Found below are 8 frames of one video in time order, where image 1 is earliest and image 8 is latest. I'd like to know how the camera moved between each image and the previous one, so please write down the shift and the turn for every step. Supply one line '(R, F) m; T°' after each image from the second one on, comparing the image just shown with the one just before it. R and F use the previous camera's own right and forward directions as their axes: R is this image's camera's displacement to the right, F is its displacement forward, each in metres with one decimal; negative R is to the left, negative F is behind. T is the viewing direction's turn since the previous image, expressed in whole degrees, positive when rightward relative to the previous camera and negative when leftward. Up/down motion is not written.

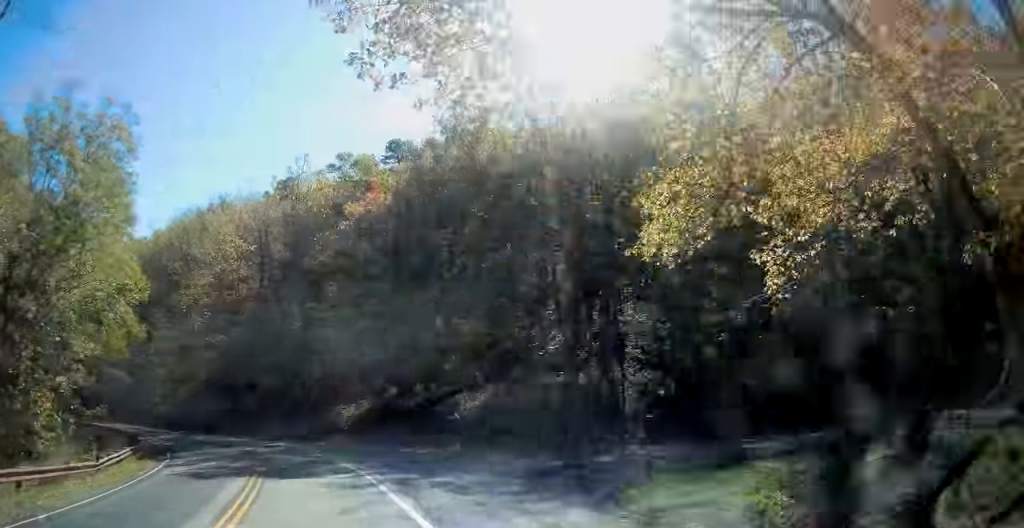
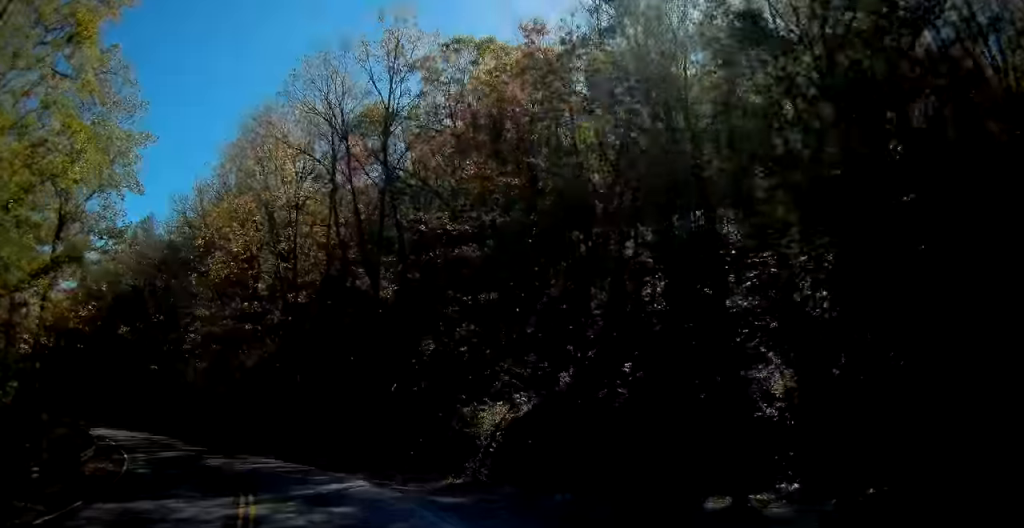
(-0.7, +20.2) m; -12°
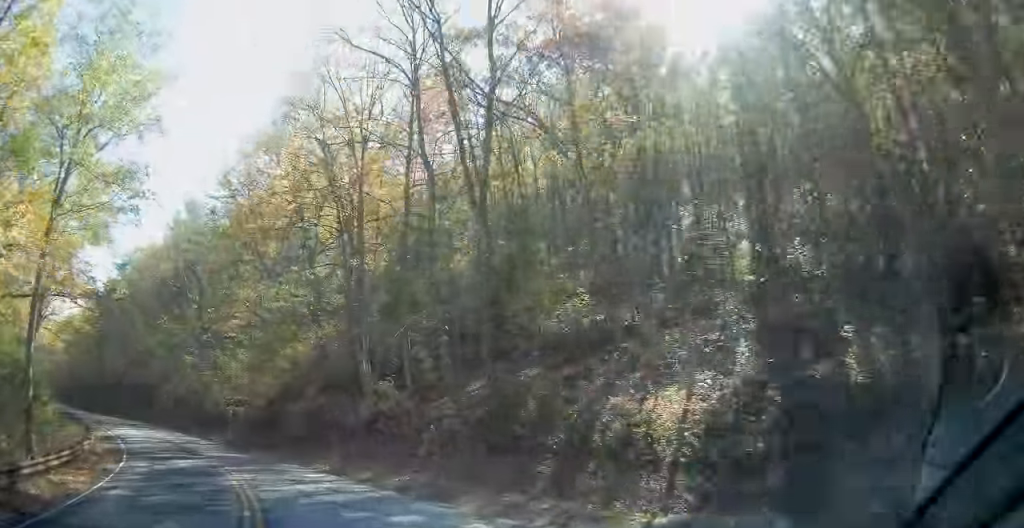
(-1.2, +8.1) m; -8°
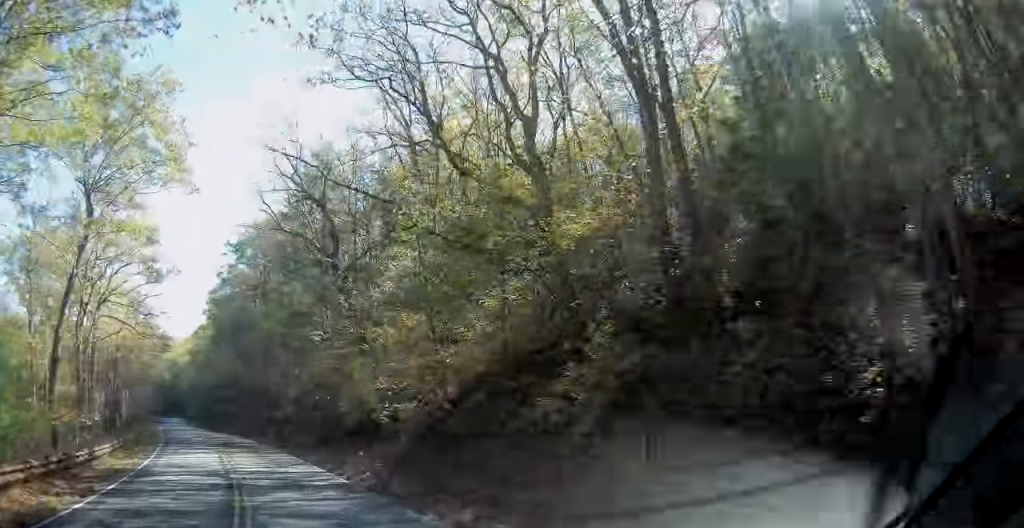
(-1.9, +20.2) m; -6°
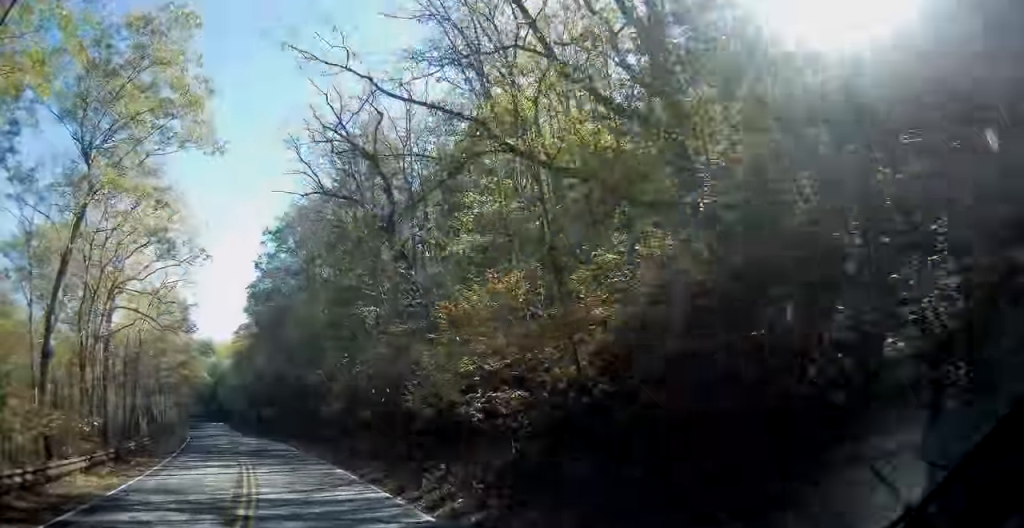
(0.0, +6.8) m; 0°
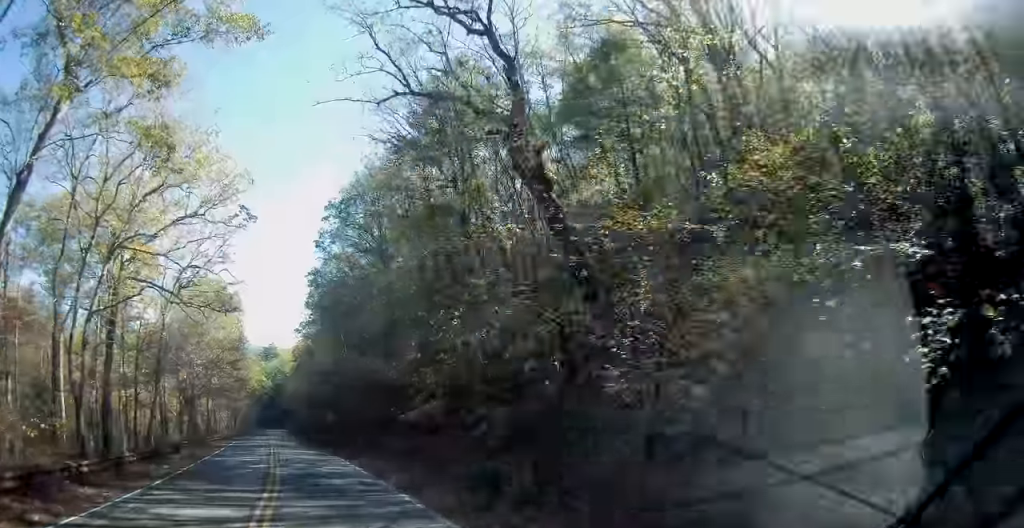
(0.0, +11.1) m; -5°
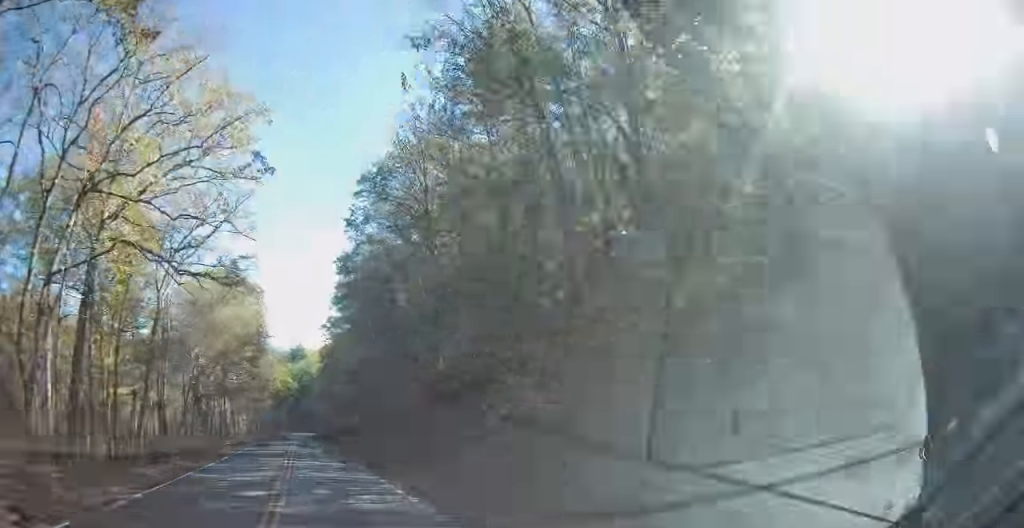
(+0.1, +7.7) m; -6°
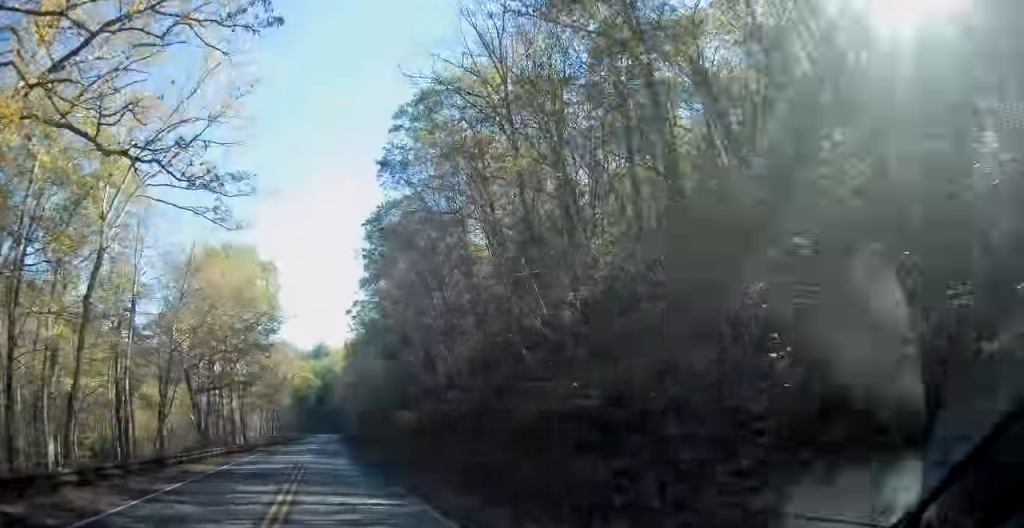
(-1.7, +12.6) m; -8°
